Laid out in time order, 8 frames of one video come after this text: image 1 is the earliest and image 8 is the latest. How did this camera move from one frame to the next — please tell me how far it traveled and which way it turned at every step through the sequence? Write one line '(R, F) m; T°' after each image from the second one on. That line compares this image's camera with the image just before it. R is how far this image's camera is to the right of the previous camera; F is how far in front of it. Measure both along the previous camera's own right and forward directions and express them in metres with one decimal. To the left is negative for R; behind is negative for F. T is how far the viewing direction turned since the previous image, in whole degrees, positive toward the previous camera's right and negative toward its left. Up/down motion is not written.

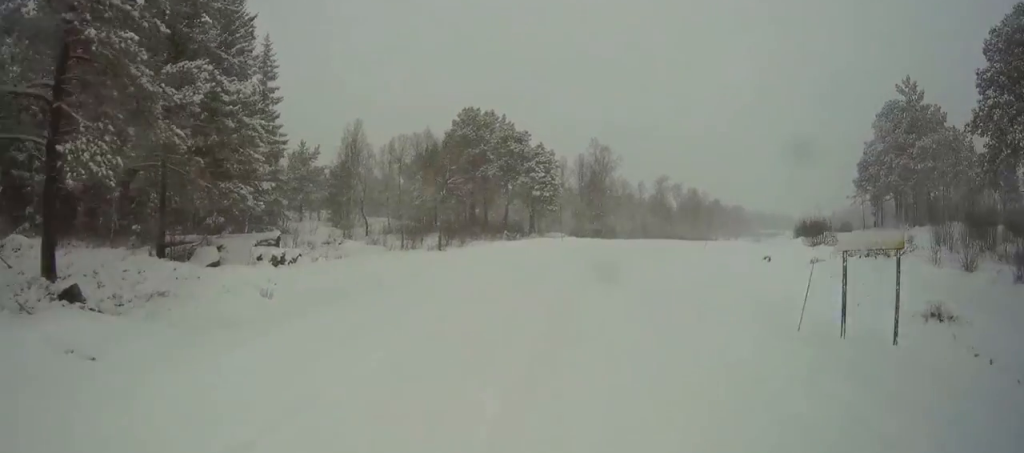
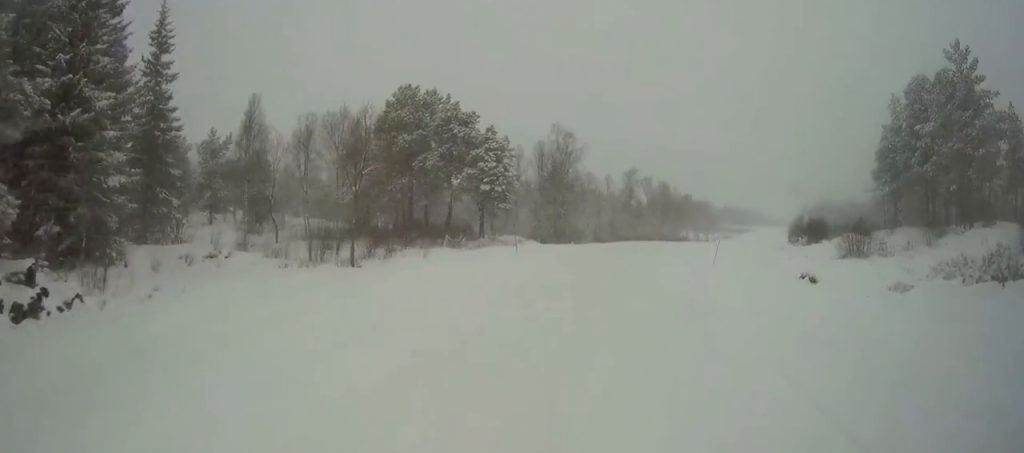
(+0.3, +11.0) m; +4°
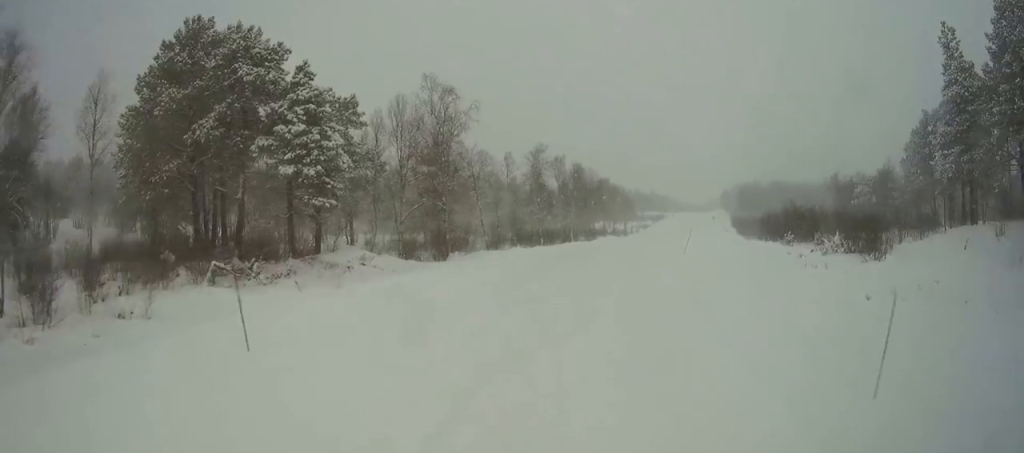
(+1.5, +21.2) m; +8°
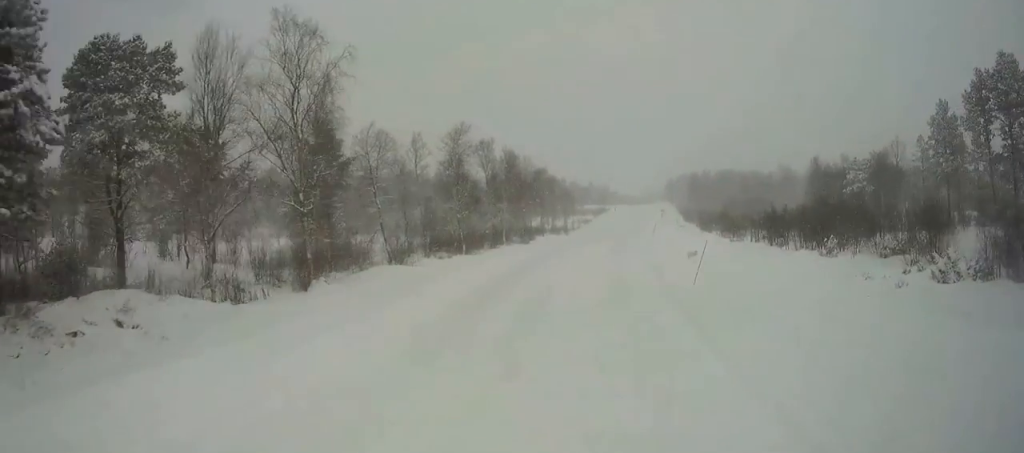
(+0.6, +15.2) m; +4°
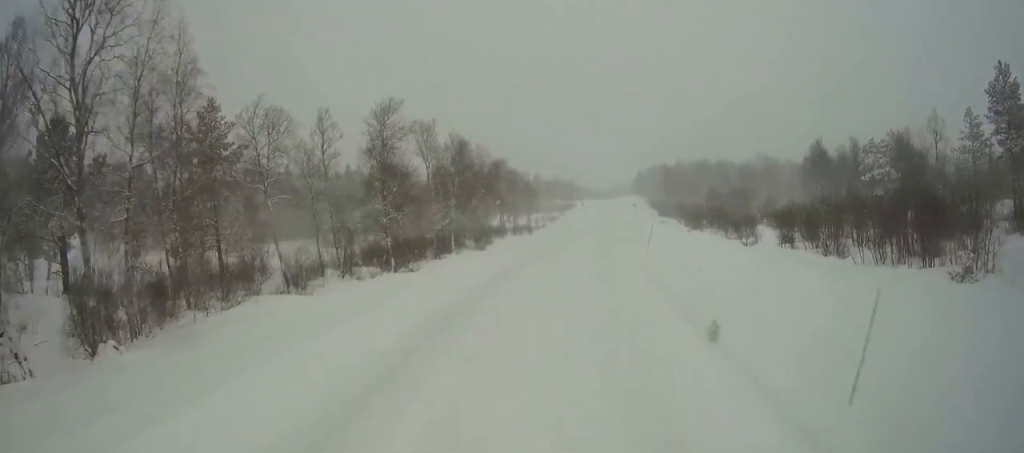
(+0.3, +12.5) m; +3°
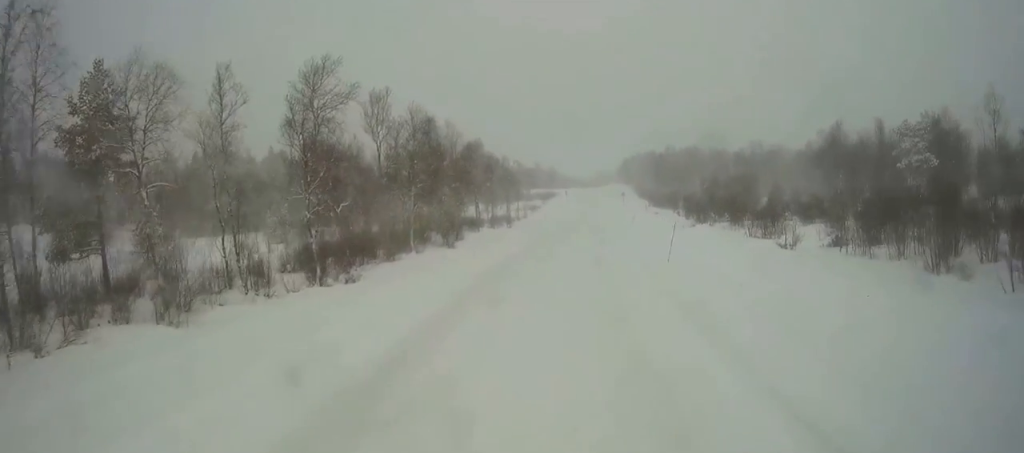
(+0.2, +9.6) m; +2°
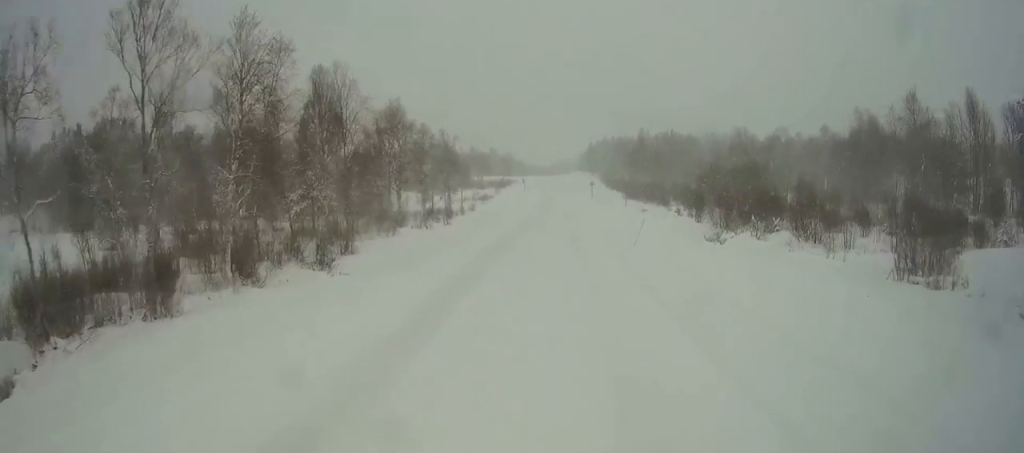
(+0.9, +20.7) m; +3°
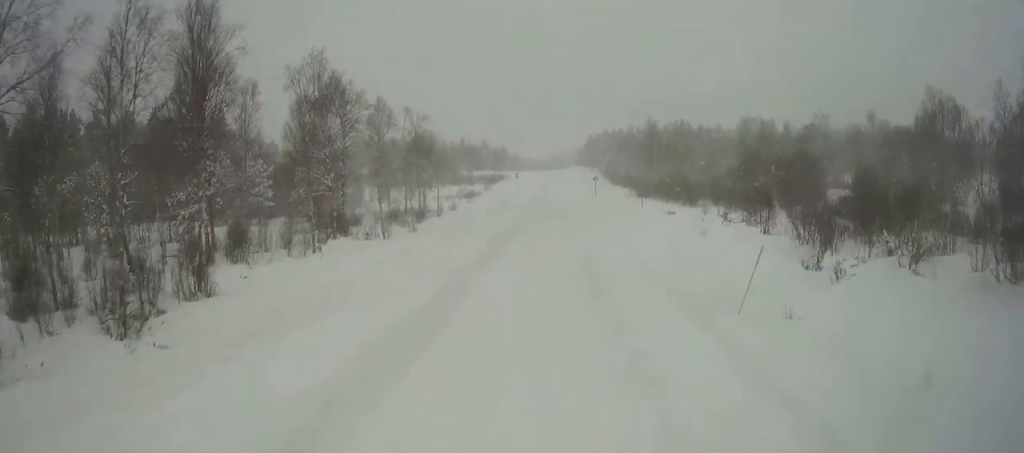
(+0.1, +14.7) m; 0°
